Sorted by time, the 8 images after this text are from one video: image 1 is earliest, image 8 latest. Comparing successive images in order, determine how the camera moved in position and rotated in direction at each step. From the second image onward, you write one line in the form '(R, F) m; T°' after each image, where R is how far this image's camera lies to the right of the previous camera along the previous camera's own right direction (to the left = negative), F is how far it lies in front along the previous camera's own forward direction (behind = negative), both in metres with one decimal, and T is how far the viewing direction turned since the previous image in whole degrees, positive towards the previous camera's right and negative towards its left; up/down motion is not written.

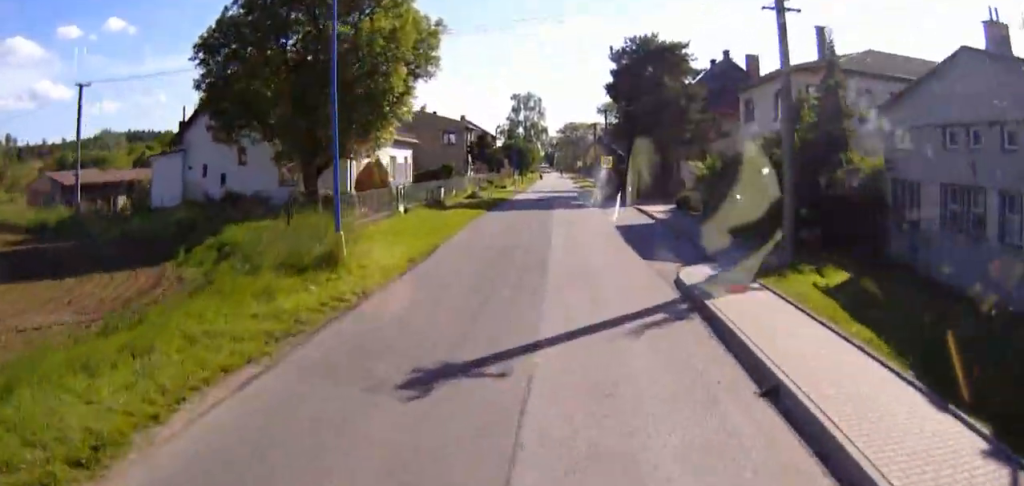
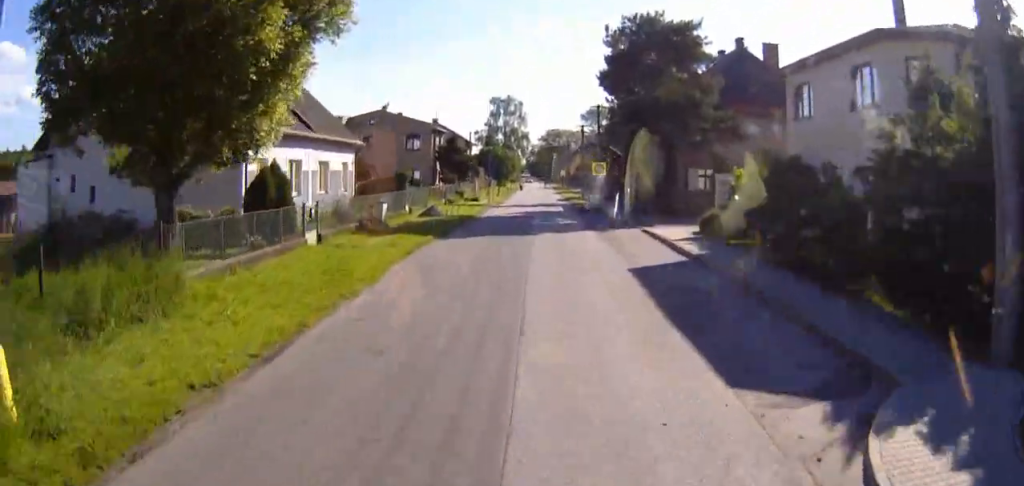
(0.0, +9.6) m; +1°
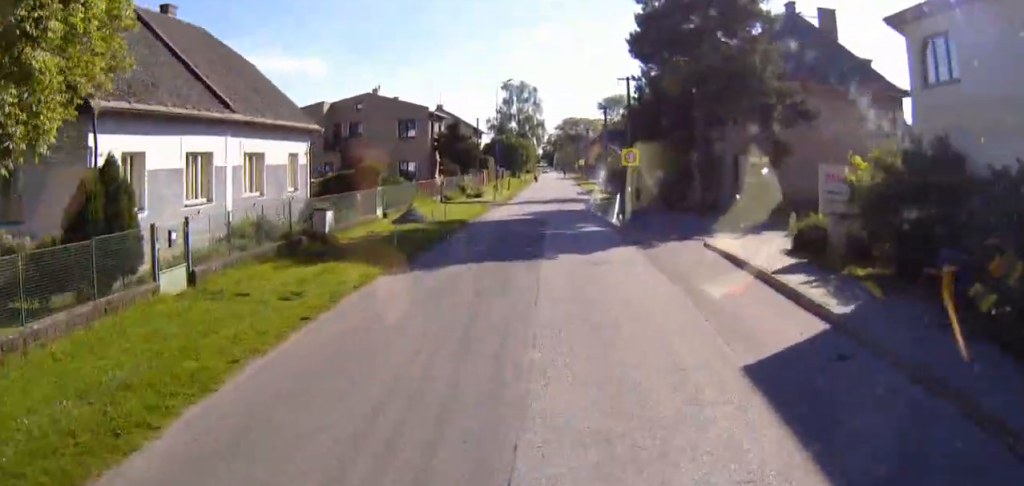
(-0.1, +9.1) m; +1°
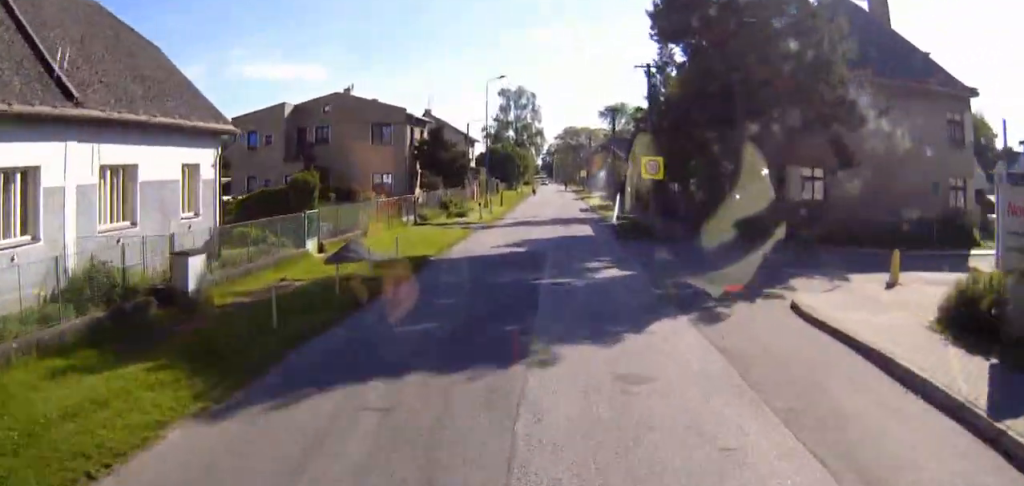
(+0.2, +8.0) m; +1°
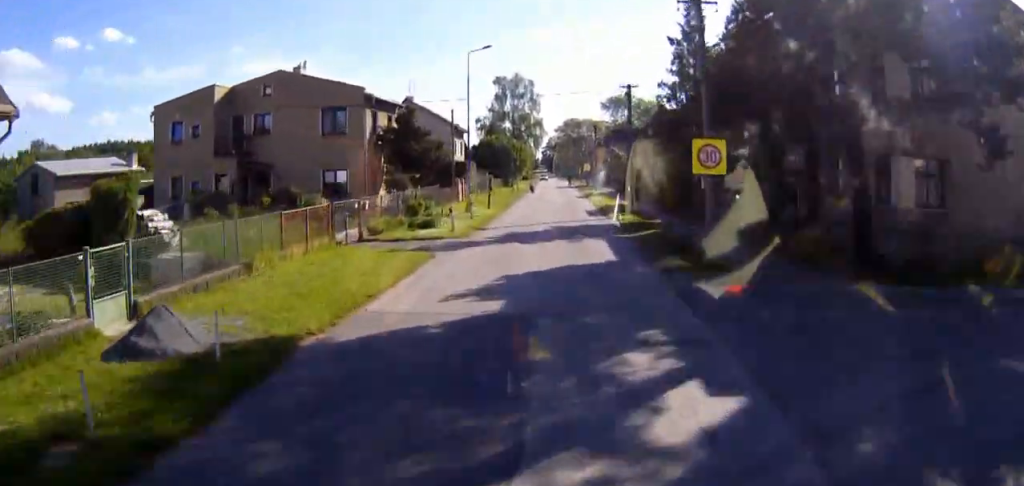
(+0.1, +10.2) m; +1°
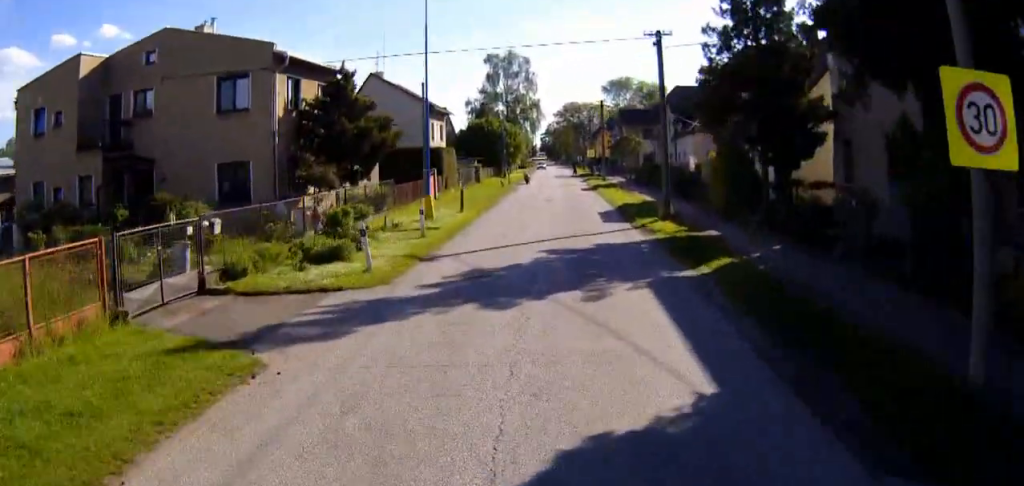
(+0.1, +12.1) m; -1°
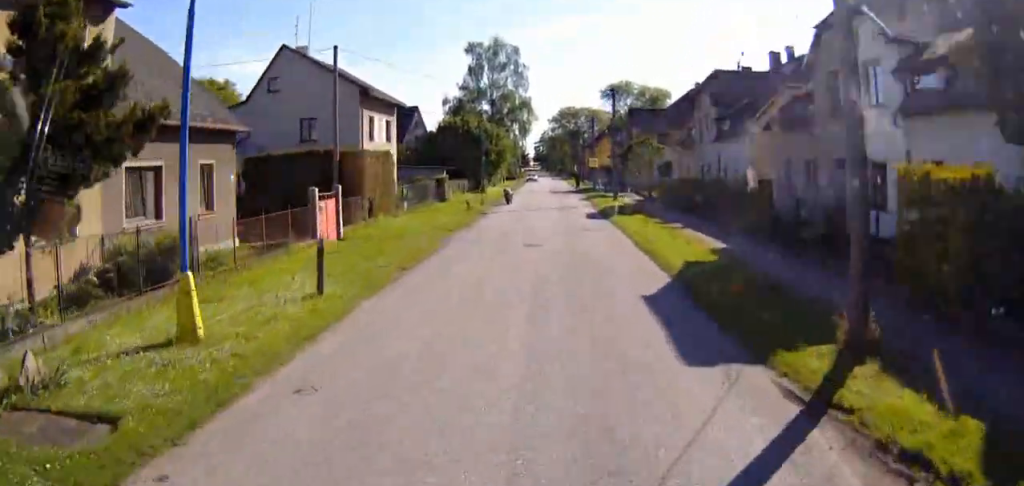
(-0.4, +17.9) m; 0°
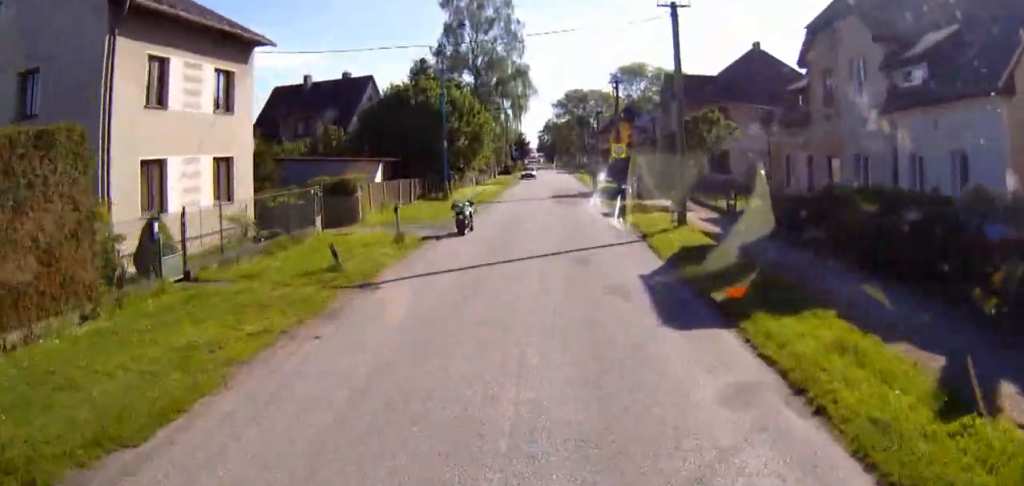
(+1.6, +23.6) m; +3°
